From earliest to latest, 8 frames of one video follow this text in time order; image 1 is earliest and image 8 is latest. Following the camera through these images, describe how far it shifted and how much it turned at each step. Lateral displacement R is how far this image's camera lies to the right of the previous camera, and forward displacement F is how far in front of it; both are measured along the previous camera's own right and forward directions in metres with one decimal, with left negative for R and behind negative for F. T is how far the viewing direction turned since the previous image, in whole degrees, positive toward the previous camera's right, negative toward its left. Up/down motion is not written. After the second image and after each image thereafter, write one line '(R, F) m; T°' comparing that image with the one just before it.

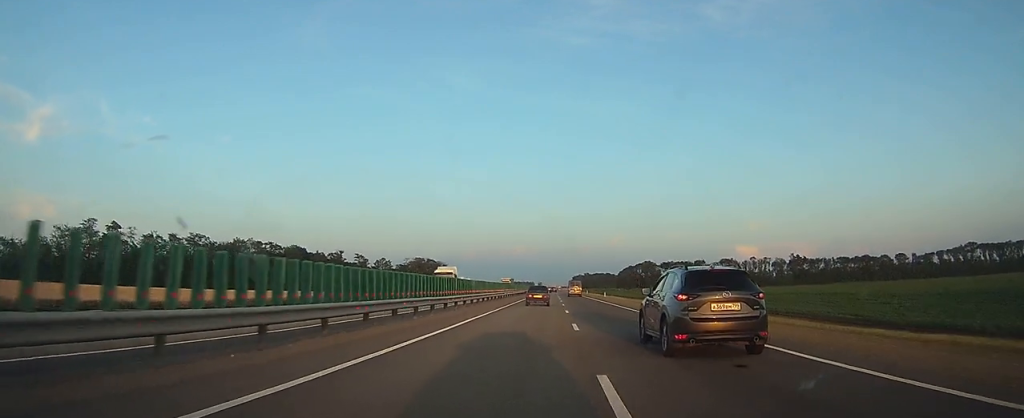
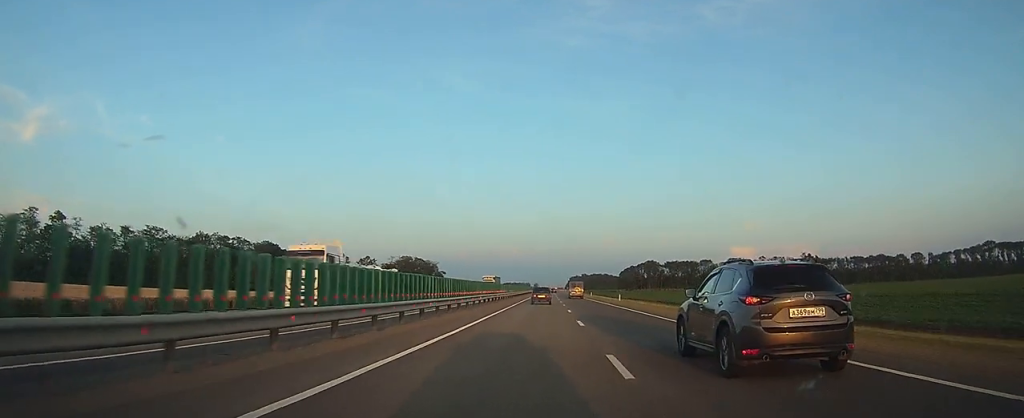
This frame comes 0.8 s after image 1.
(+0.1, +20.8) m; 0°
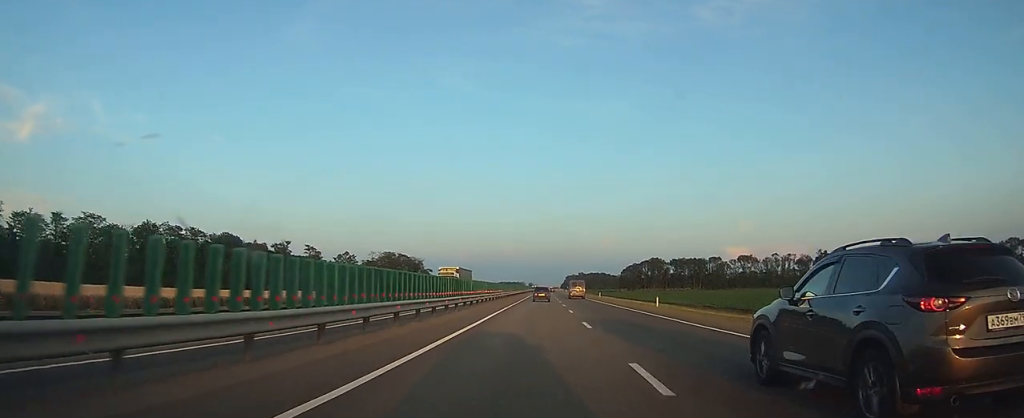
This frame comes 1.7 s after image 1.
(+0.1, +24.7) m; 0°
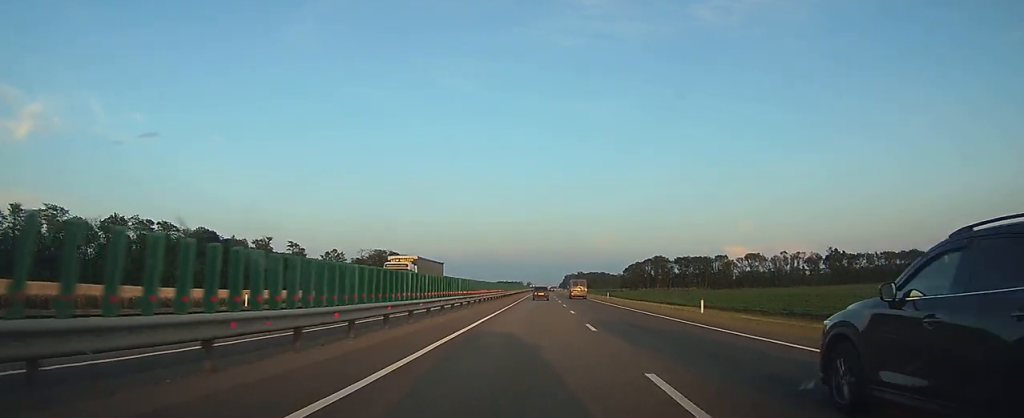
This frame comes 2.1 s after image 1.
(0.0, +12.9) m; 0°
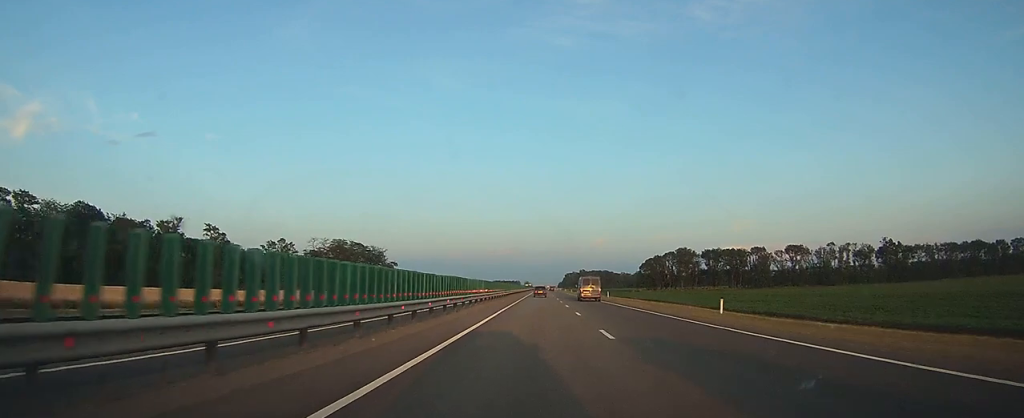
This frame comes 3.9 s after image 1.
(+0.3, +49.9) m; 0°
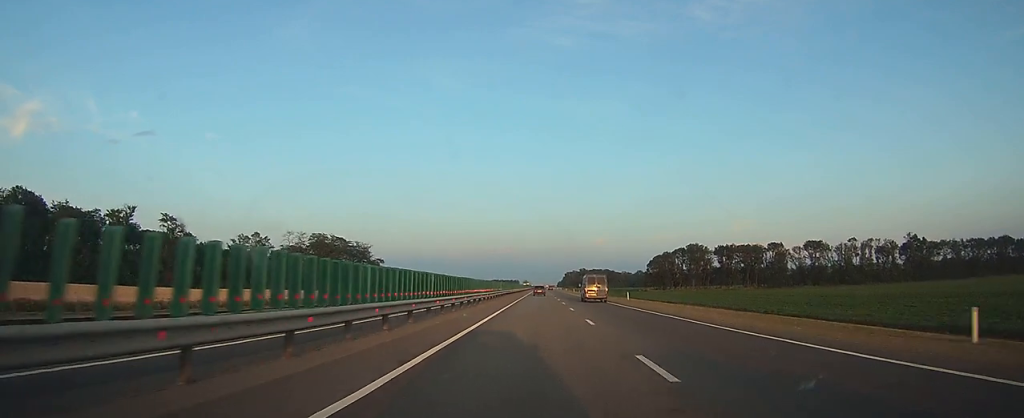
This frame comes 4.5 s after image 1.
(0.0, +18.2) m; 0°
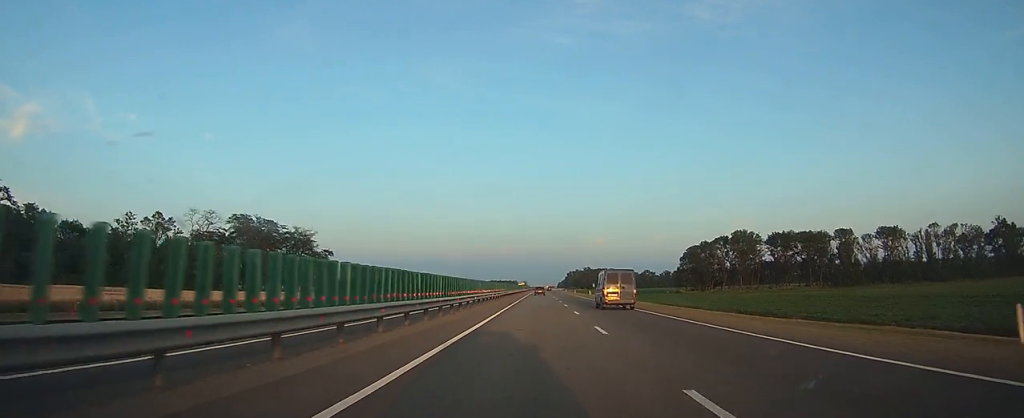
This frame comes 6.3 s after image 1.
(+0.1, +50.3) m; 0°
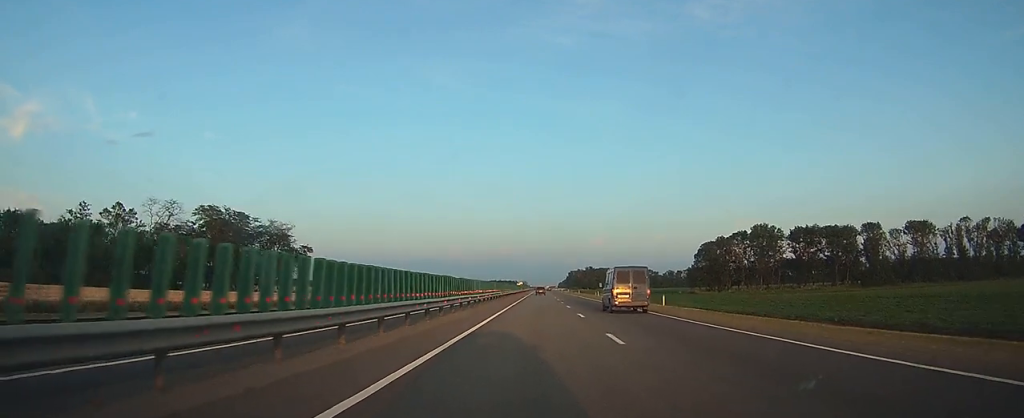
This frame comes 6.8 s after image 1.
(0.0, +14.7) m; 0°
